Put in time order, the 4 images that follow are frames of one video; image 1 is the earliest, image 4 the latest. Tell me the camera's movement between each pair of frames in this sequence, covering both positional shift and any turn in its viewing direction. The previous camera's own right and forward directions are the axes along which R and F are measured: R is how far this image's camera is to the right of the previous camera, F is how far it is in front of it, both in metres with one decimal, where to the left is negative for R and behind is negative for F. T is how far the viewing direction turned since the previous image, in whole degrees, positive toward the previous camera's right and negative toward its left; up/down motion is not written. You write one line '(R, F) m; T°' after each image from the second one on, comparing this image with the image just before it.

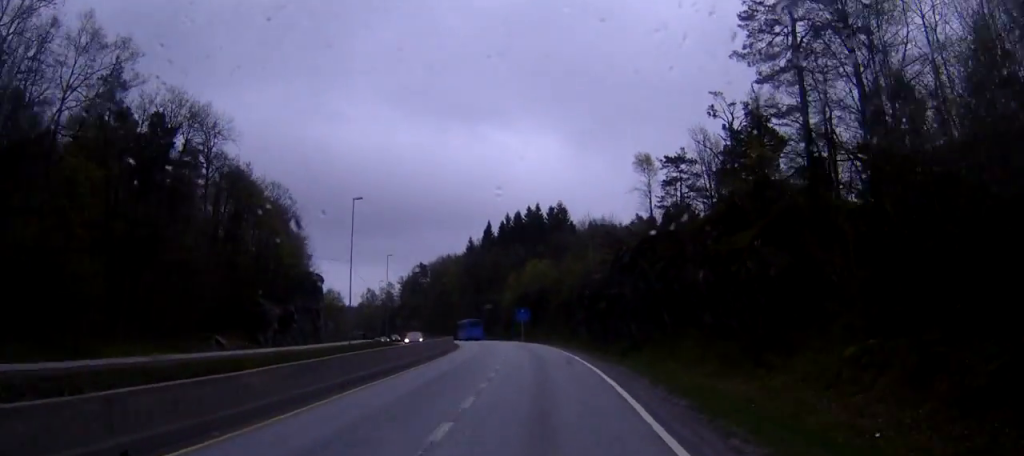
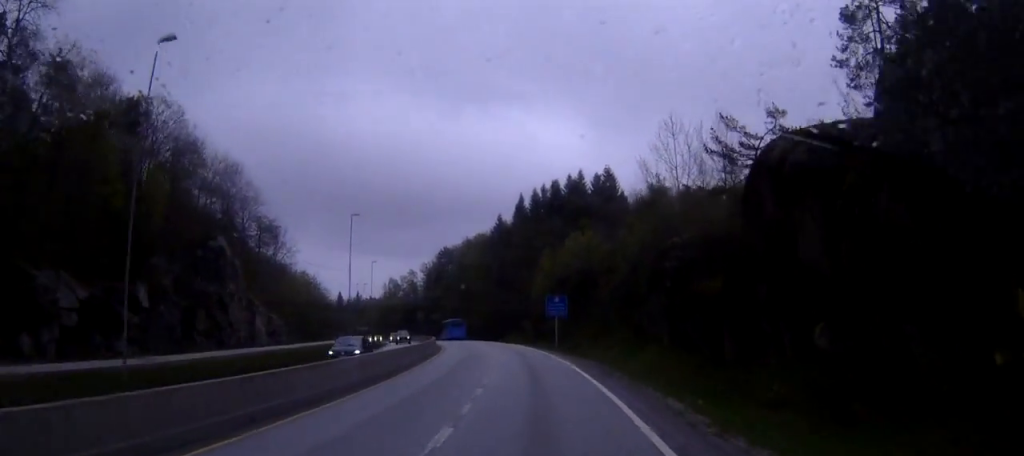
(-0.2, +35.0) m; -2°
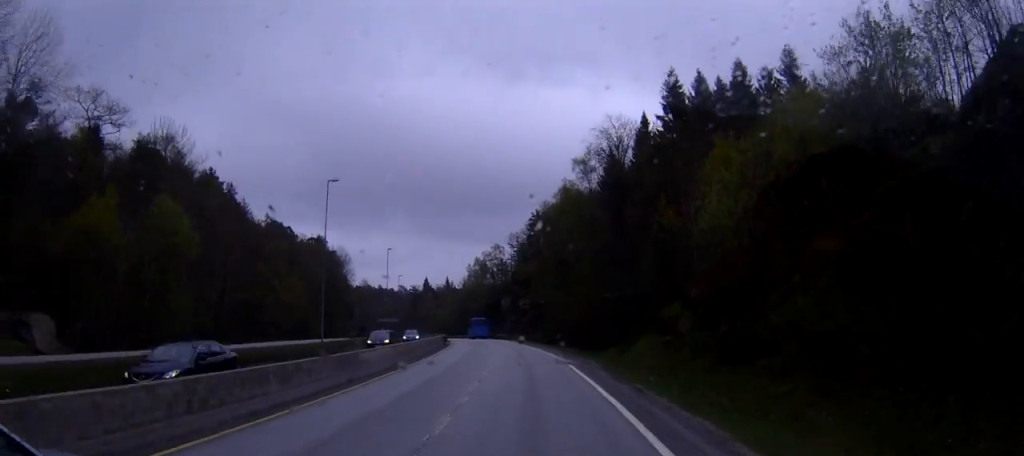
(-5.5, +63.0) m; -7°
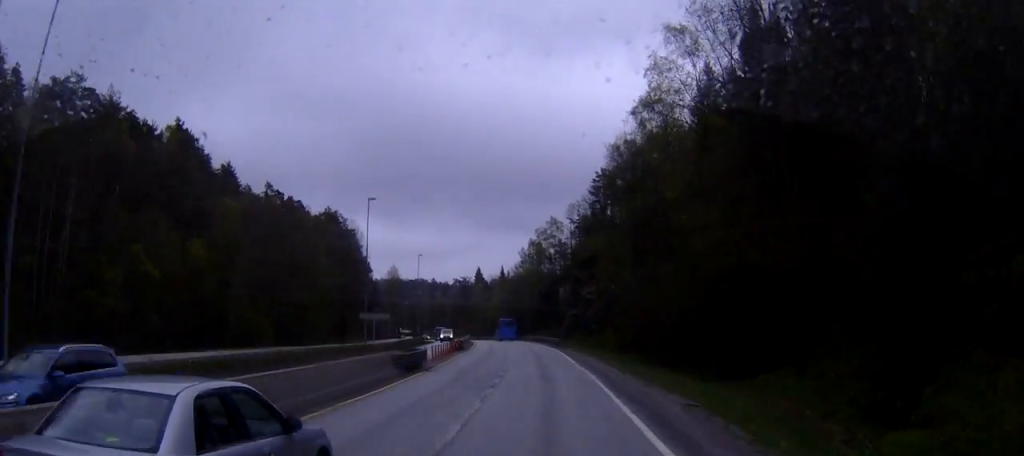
(+0.2, +36.2) m; -1°
